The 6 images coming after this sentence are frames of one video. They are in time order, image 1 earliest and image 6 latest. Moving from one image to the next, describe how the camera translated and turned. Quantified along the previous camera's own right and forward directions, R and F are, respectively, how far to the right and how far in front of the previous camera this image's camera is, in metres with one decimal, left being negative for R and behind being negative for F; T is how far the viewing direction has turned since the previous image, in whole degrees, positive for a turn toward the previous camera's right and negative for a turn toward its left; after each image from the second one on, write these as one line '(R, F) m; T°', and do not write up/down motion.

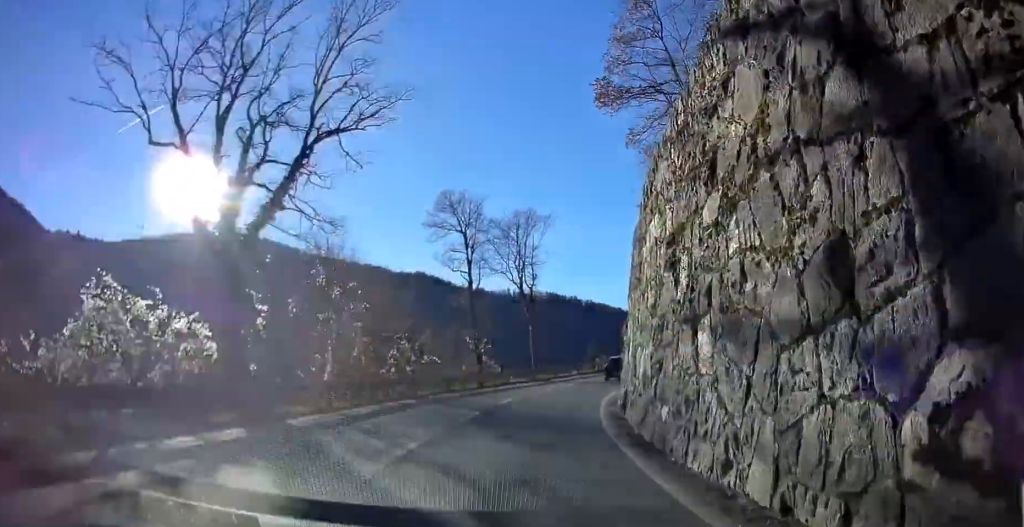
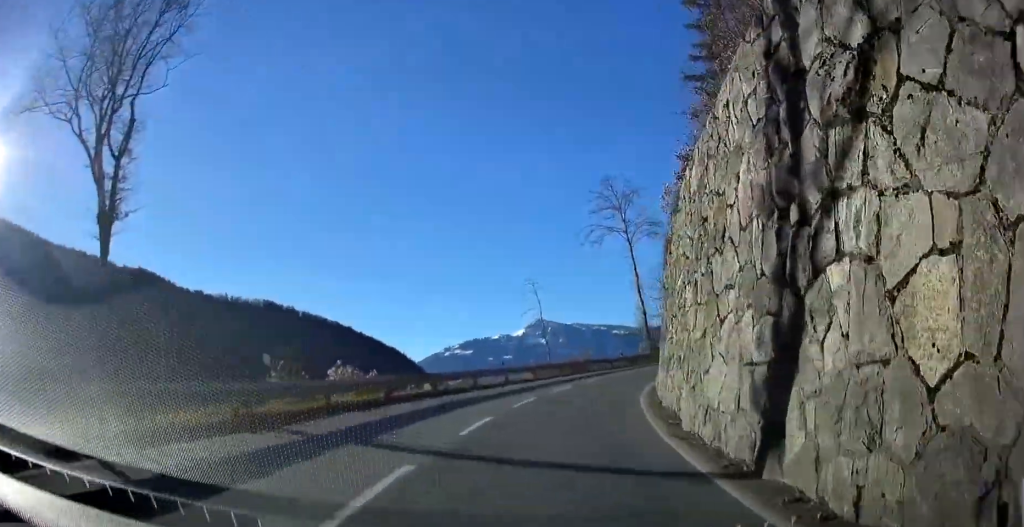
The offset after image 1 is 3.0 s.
(+8.3, +37.4) m; +25°
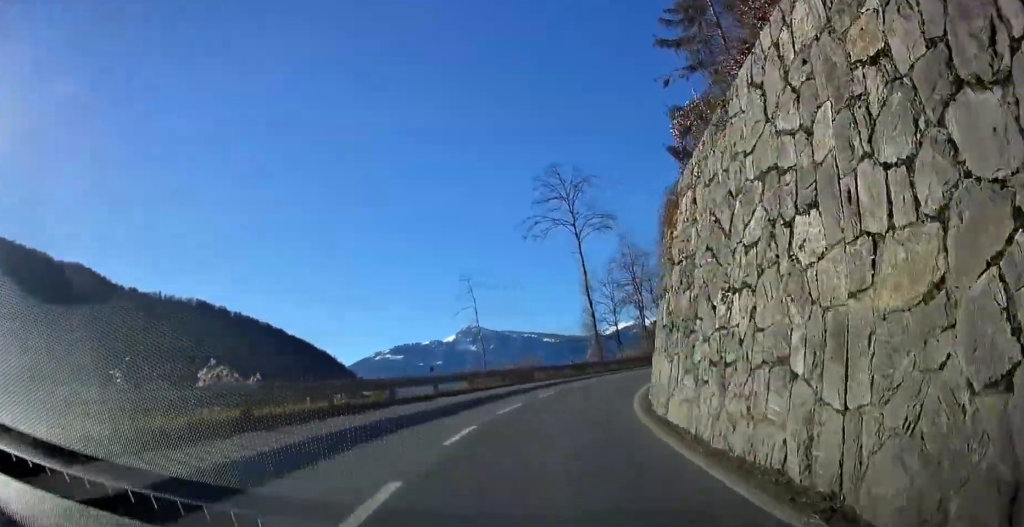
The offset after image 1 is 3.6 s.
(+0.8, +7.0) m; +7°
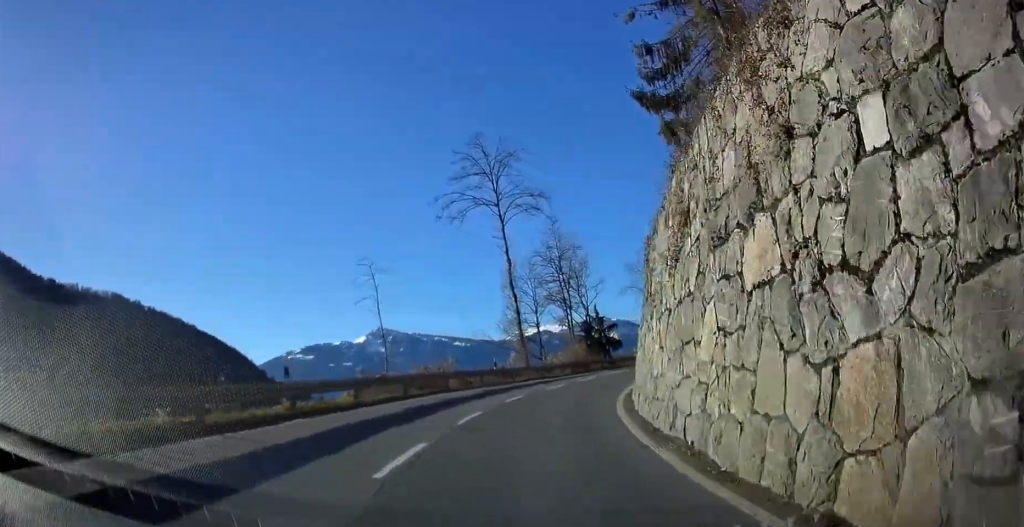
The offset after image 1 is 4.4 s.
(+0.5, +8.6) m; +7°
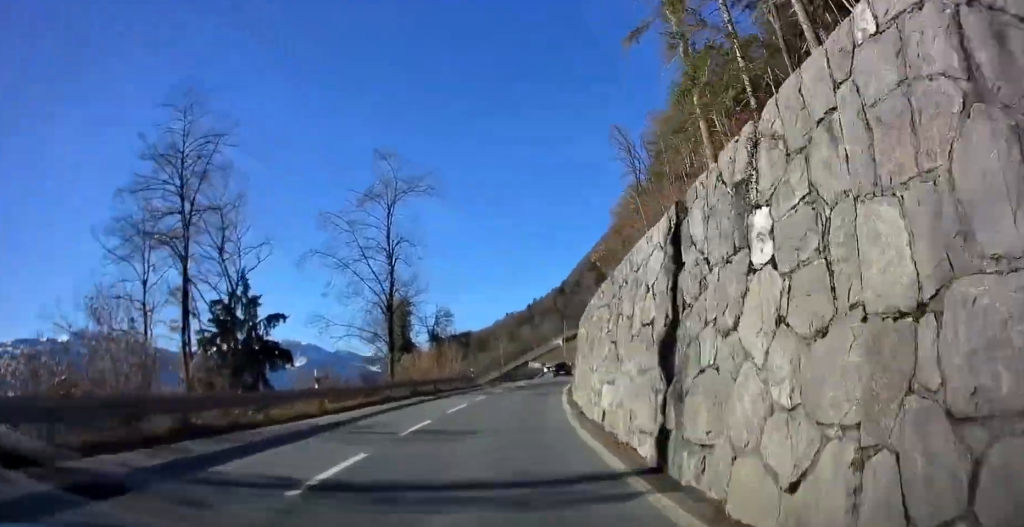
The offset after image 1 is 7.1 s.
(+9.6, +32.9) m; +30°
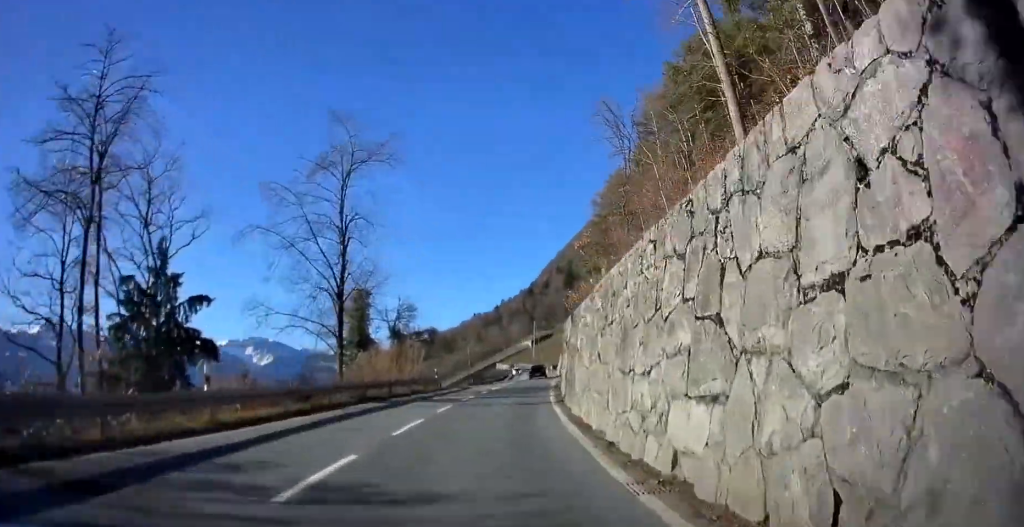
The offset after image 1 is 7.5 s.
(+0.1, +6.2) m; +2°
